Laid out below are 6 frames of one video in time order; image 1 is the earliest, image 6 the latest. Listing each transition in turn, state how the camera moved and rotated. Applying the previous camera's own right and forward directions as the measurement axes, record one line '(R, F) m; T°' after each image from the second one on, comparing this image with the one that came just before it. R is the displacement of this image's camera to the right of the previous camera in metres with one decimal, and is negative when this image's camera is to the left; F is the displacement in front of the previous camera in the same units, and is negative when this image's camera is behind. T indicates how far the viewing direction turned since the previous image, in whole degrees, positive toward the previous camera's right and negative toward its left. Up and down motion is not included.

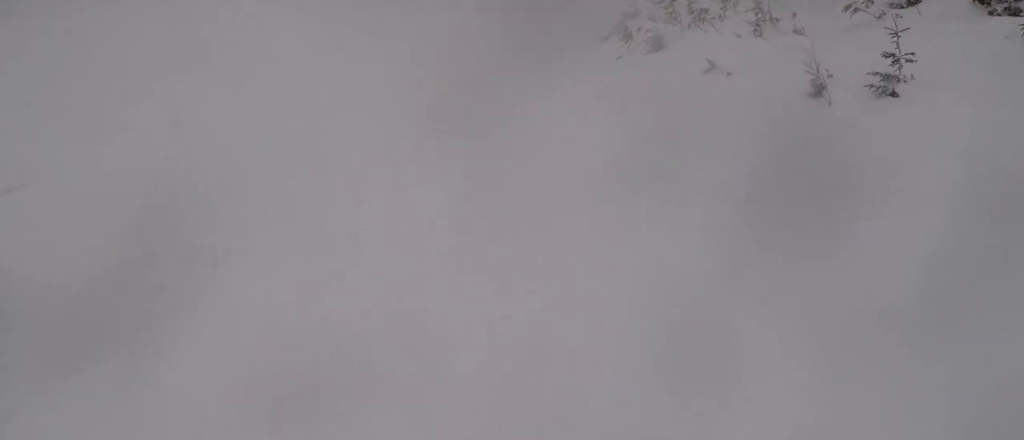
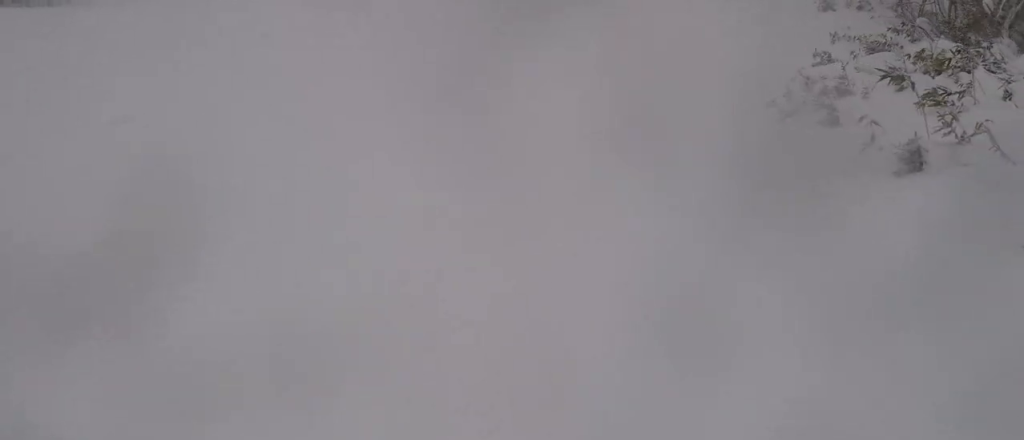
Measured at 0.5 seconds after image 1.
(+0.1, +3.5) m; -15°
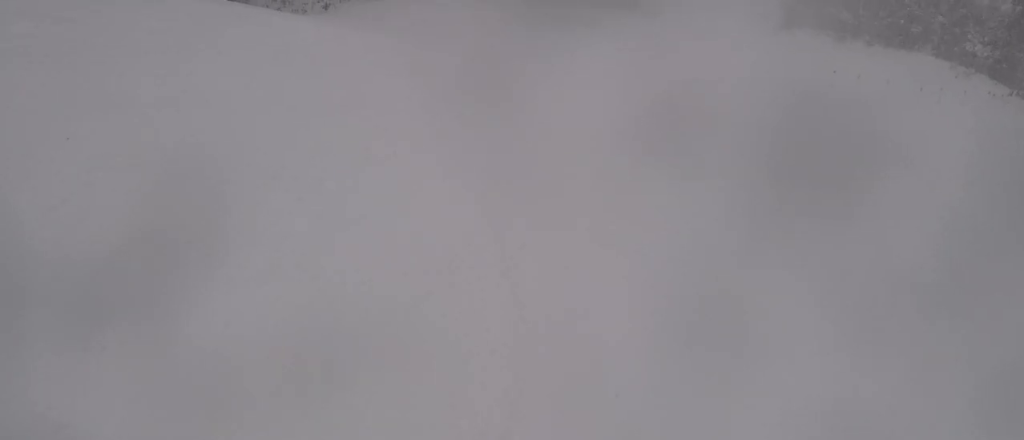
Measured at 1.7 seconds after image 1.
(-2.9, +8.2) m; -23°
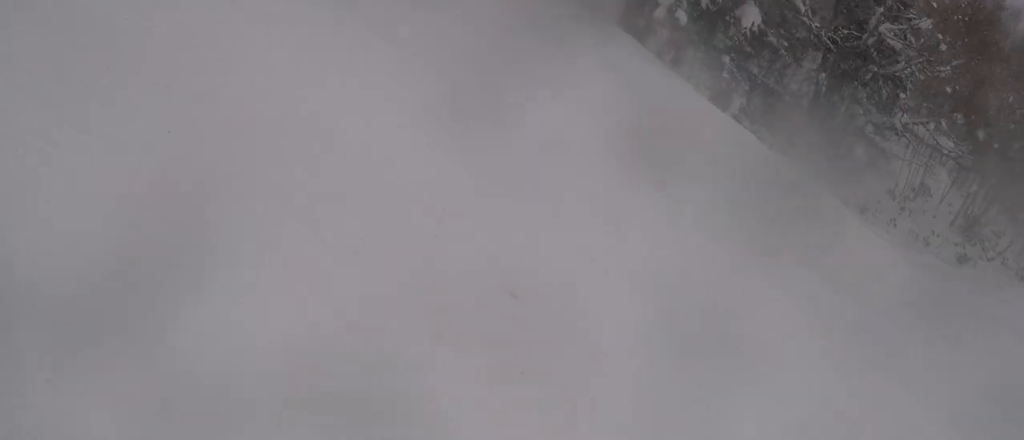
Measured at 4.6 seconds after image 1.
(-3.3, +16.0) m; -31°
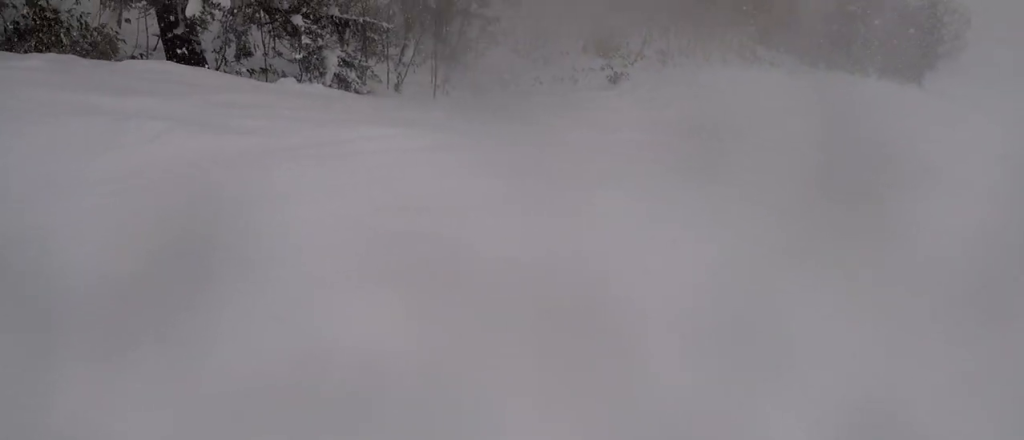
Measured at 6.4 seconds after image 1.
(-0.2, +5.2) m; +54°
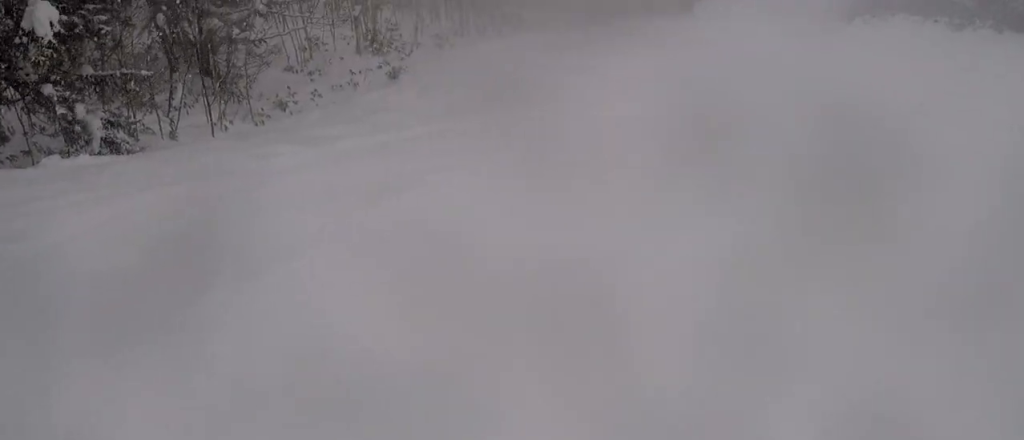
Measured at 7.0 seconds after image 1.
(+0.8, +1.6) m; +16°
